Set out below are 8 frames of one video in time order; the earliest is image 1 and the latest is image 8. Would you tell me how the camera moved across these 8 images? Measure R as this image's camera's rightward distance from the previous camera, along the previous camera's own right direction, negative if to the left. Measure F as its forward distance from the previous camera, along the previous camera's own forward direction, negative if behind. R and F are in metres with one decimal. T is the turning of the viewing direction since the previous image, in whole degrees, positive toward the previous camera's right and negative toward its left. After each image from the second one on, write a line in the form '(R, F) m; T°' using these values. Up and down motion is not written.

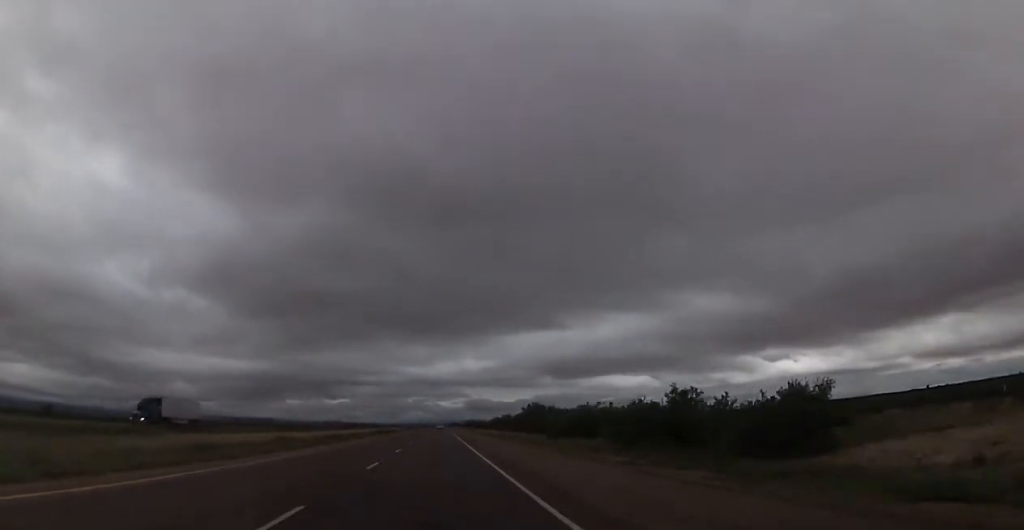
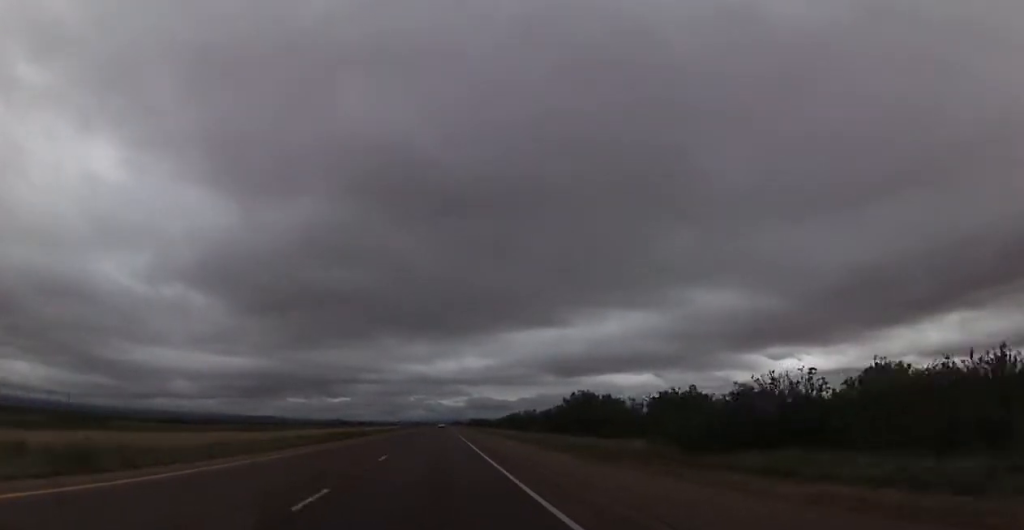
(0.0, +34.1) m; 0°
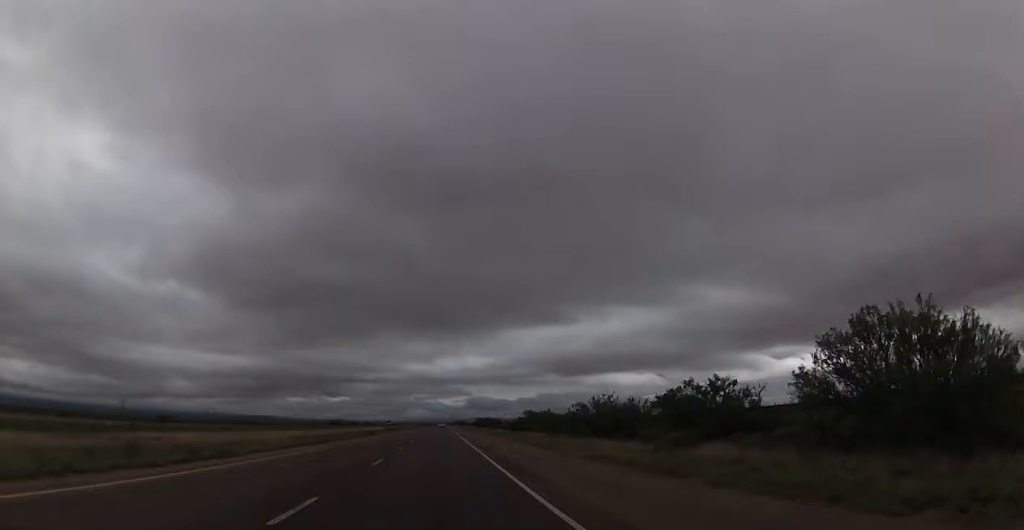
(+0.1, +50.0) m; 0°
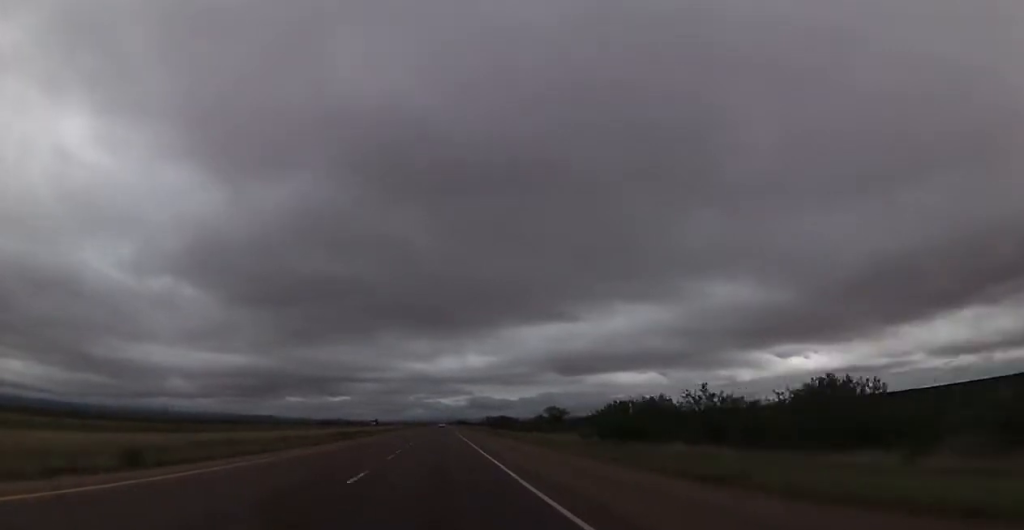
(0.0, +54.9) m; 0°
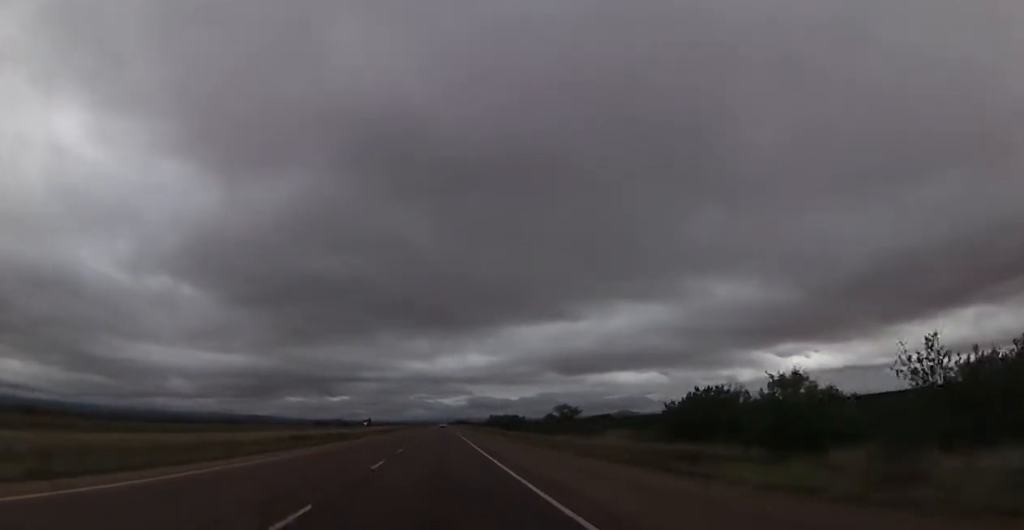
(+0.1, +19.5) m; 0°
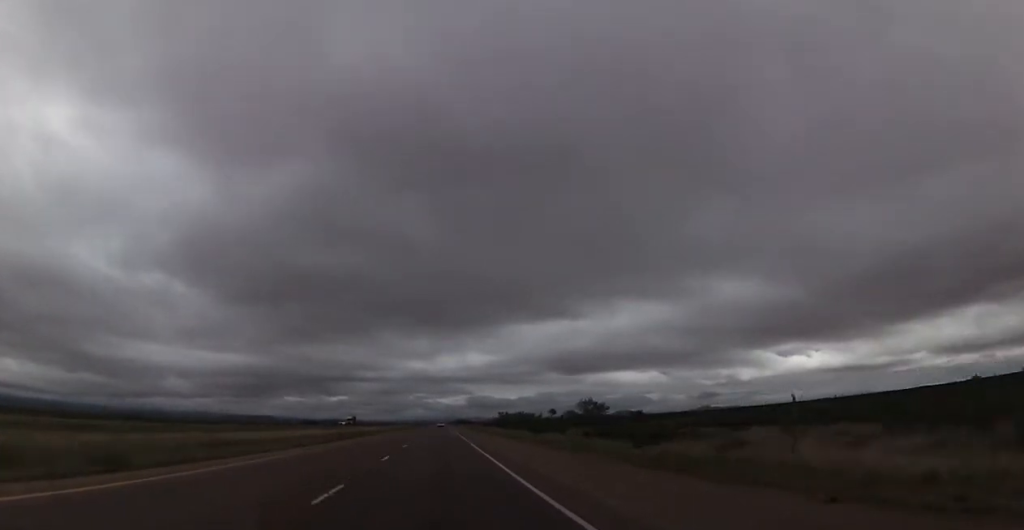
(-0.4, +32.9) m; 0°
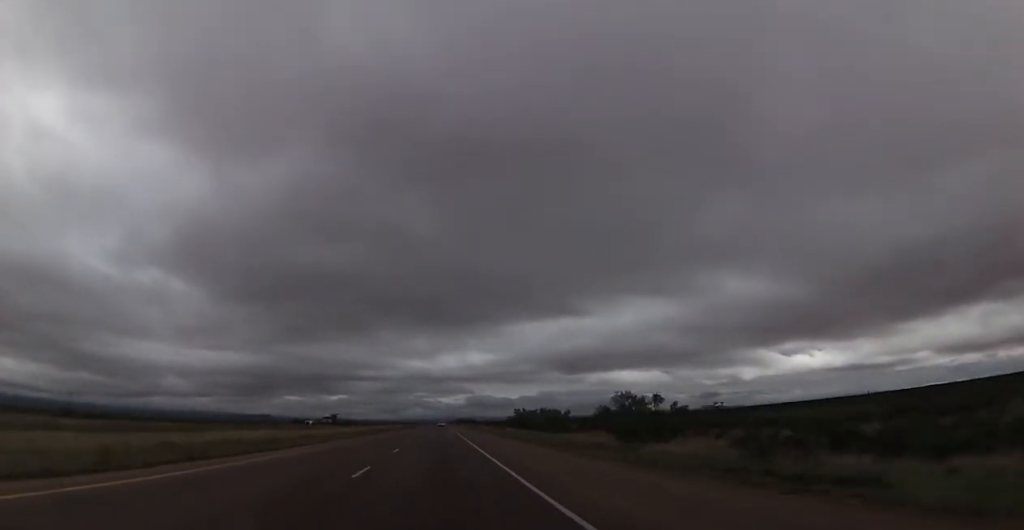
(+0.2, +31.7) m; +1°
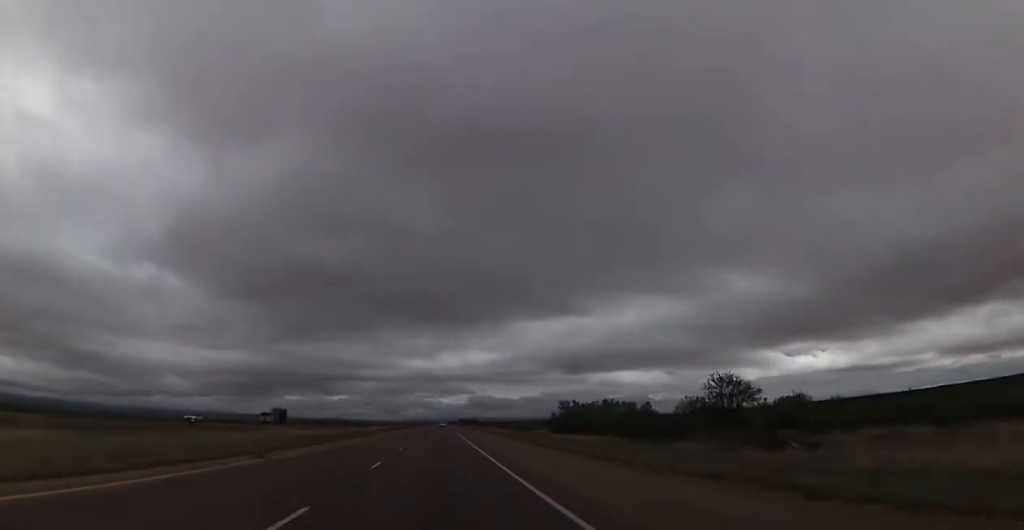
(+0.3, +45.2) m; 0°
